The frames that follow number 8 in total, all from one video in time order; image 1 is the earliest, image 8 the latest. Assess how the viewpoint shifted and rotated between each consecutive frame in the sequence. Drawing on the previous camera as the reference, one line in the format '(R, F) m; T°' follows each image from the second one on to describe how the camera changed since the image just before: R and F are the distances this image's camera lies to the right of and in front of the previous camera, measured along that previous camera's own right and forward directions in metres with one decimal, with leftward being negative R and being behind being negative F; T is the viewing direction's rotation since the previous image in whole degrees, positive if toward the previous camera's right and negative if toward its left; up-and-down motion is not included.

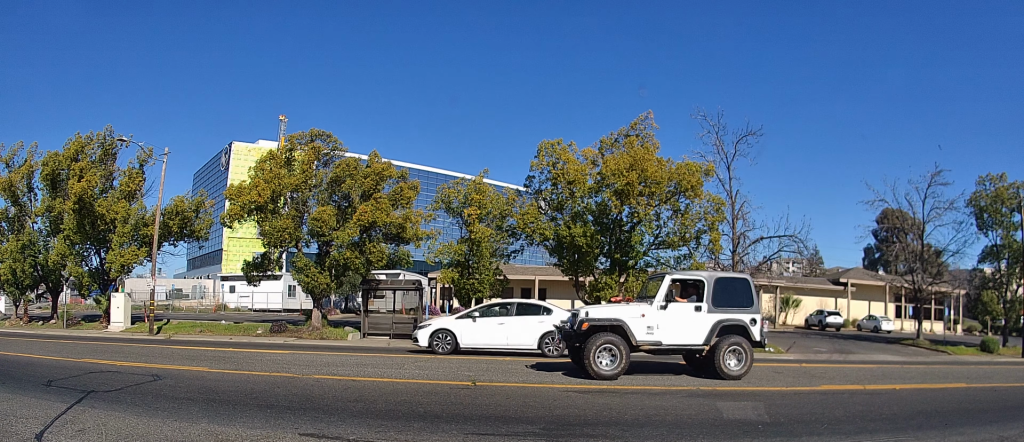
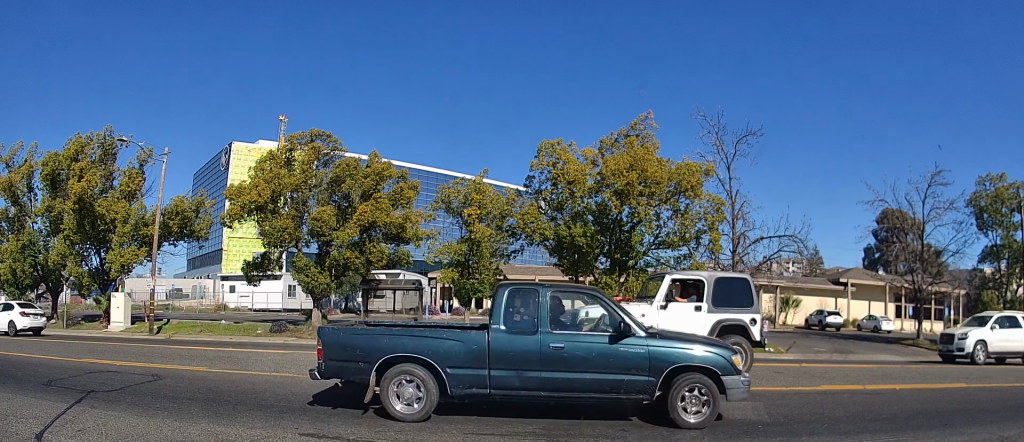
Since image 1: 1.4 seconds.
(0.0, 0.0) m; 0°
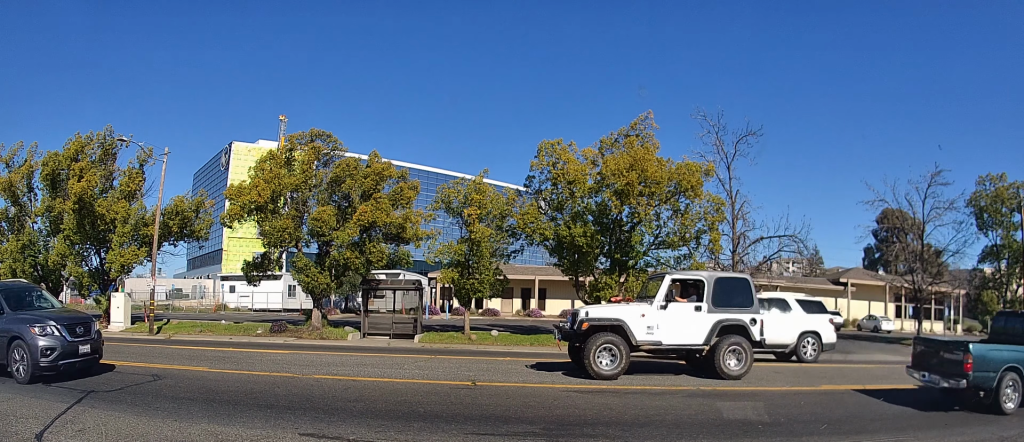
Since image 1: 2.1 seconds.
(0.0, 0.0) m; 0°
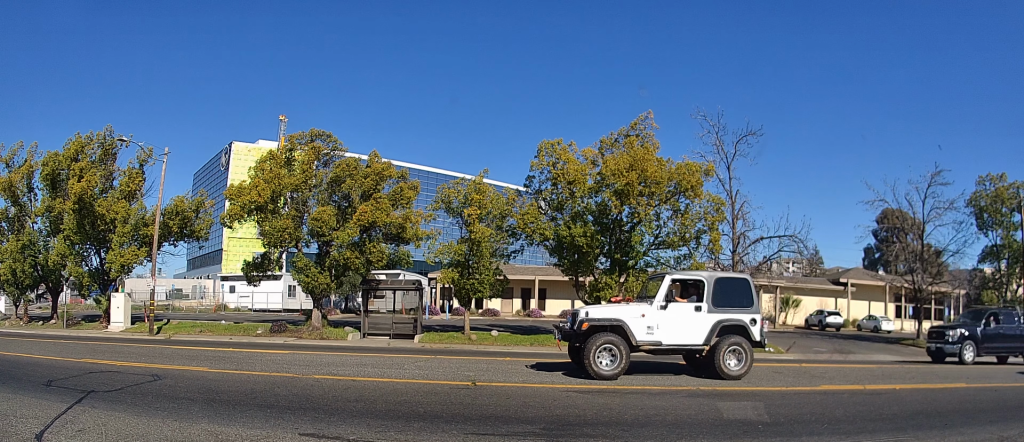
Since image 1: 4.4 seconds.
(0.0, 0.0) m; 0°
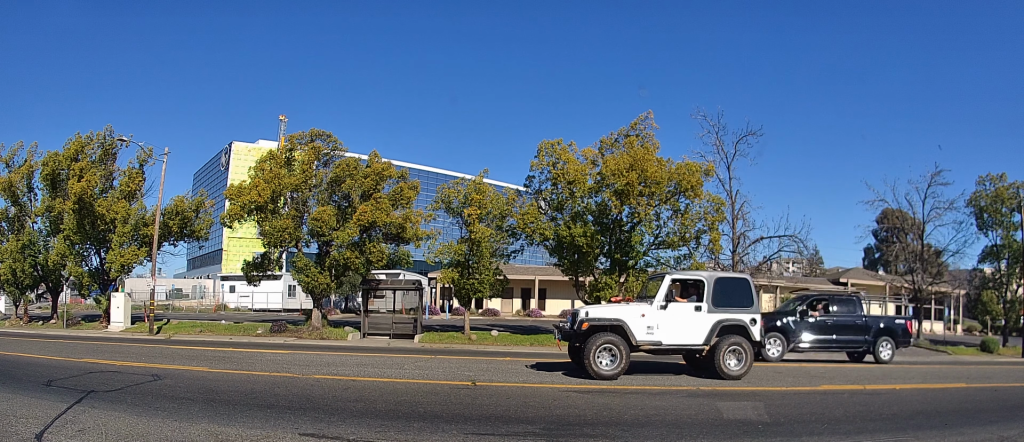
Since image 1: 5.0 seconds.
(0.0, 0.0) m; 0°
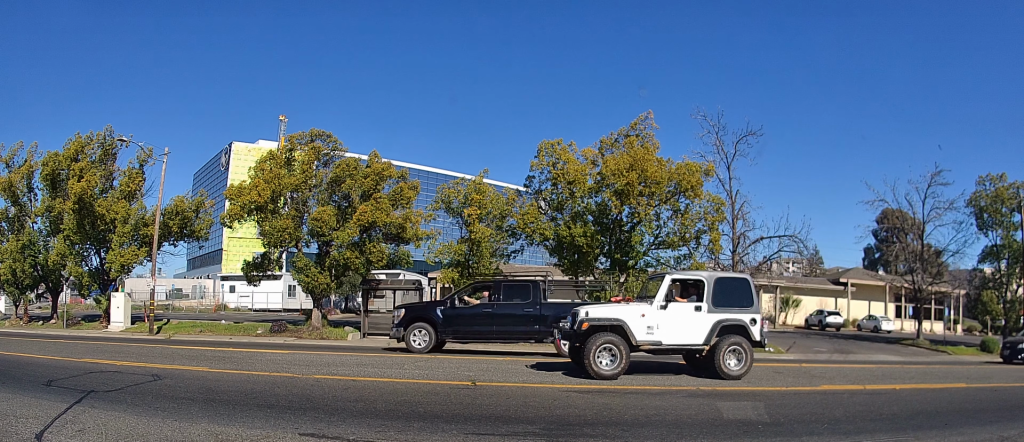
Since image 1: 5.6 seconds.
(0.0, 0.0) m; 0°
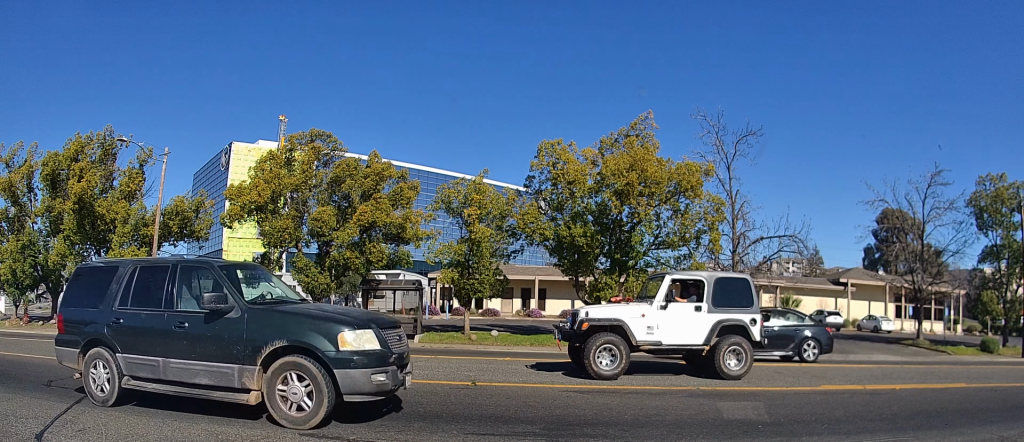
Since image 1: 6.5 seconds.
(0.0, 0.0) m; 0°
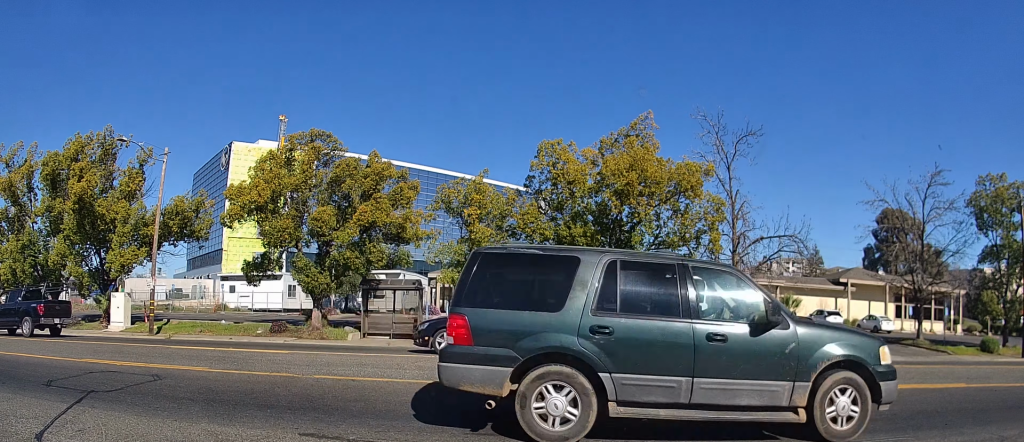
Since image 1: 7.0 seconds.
(0.0, 0.0) m; 0°
